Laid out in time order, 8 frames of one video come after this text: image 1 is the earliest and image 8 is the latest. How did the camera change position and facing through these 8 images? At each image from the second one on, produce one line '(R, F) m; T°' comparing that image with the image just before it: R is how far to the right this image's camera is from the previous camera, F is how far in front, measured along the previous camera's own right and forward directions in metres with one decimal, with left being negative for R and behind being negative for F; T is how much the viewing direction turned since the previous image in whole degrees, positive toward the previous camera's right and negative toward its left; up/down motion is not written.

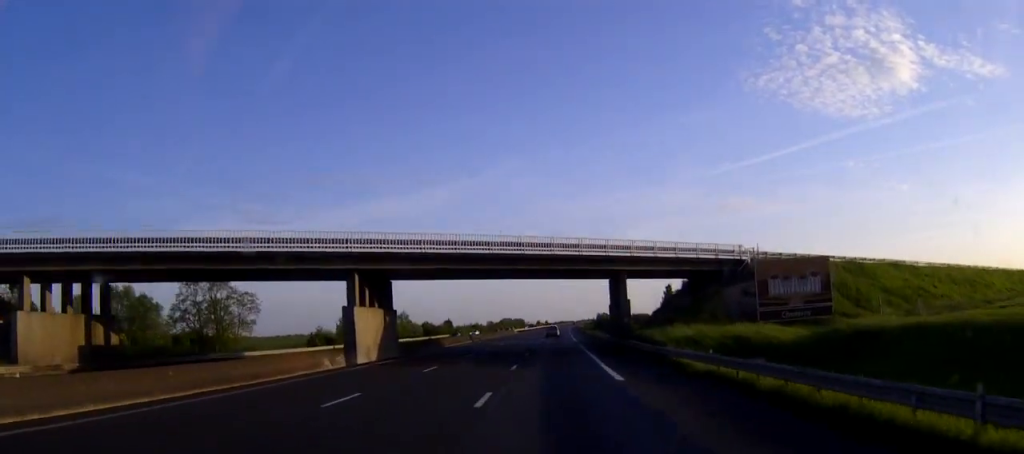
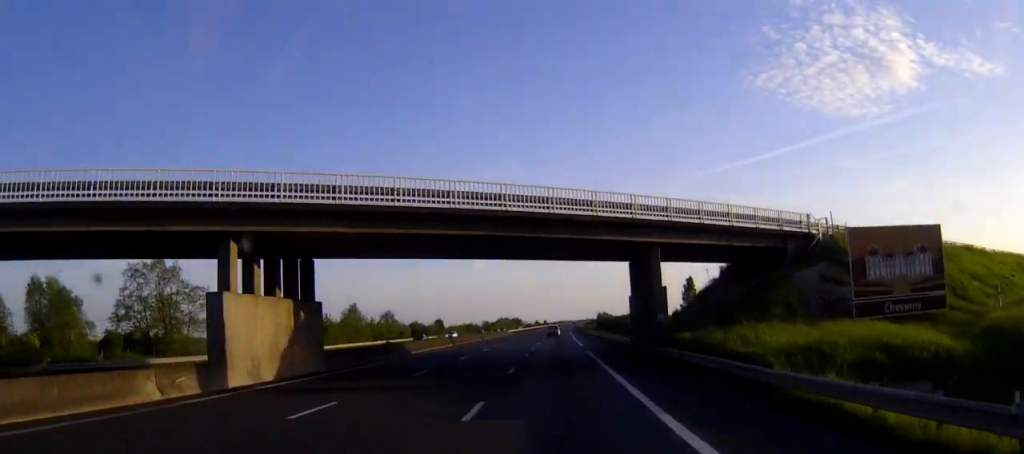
(0.0, +15.4) m; 0°
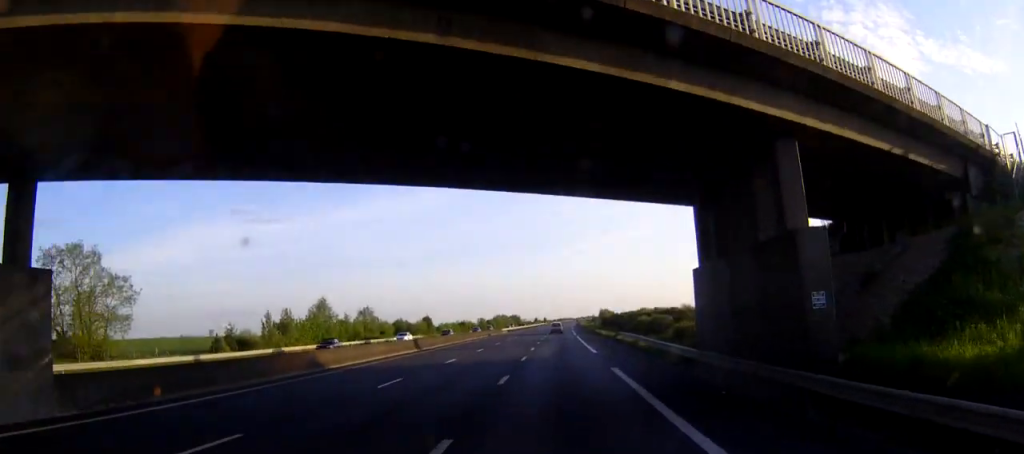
(0.0, +19.0) m; 0°
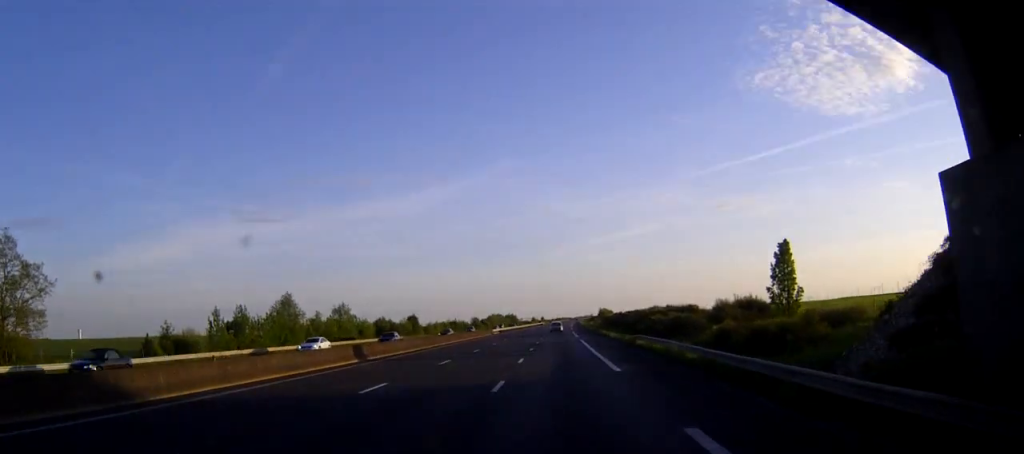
(0.0, +15.4) m; 0°
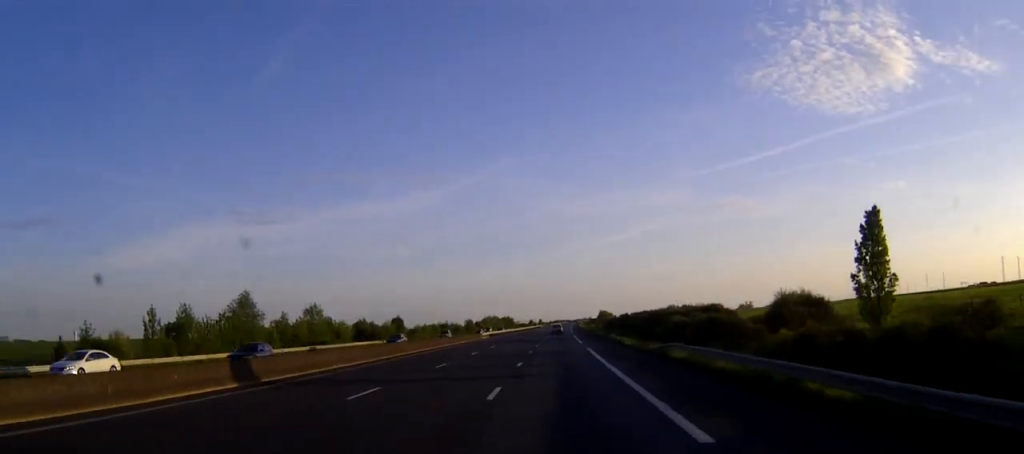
(0.0, +14.5) m; 0°
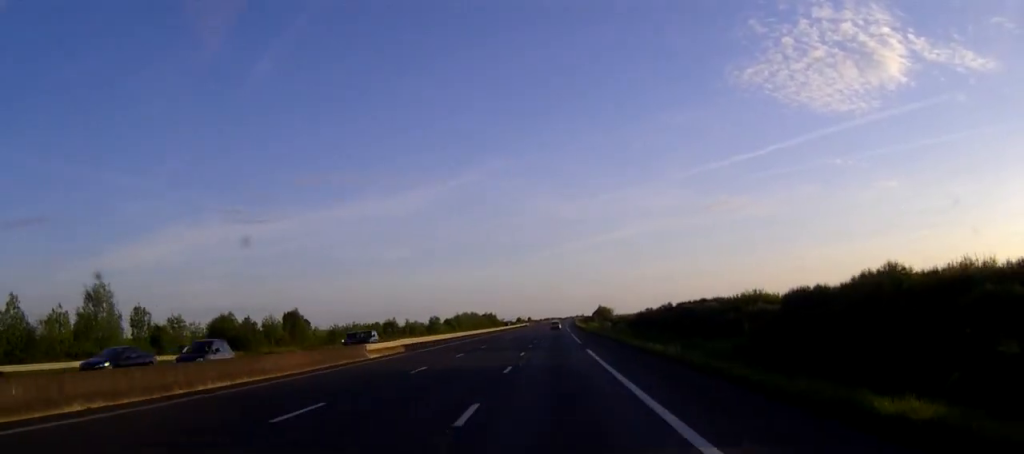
(+0.3, +57.2) m; +1°
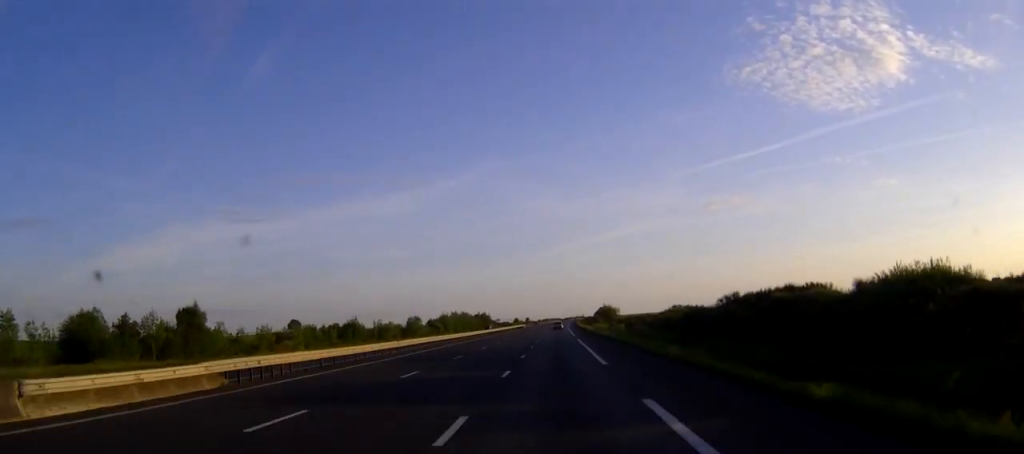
(0.0, +28.2) m; 0°
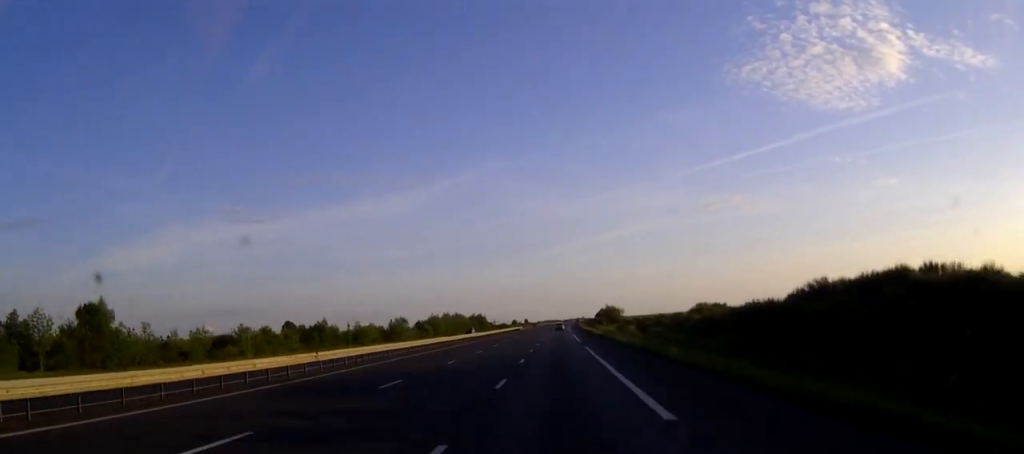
(0.0, +16.3) m; 0°
